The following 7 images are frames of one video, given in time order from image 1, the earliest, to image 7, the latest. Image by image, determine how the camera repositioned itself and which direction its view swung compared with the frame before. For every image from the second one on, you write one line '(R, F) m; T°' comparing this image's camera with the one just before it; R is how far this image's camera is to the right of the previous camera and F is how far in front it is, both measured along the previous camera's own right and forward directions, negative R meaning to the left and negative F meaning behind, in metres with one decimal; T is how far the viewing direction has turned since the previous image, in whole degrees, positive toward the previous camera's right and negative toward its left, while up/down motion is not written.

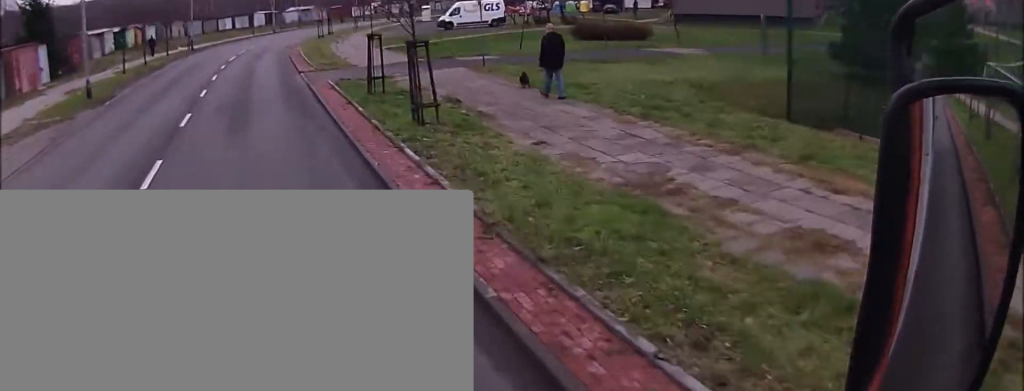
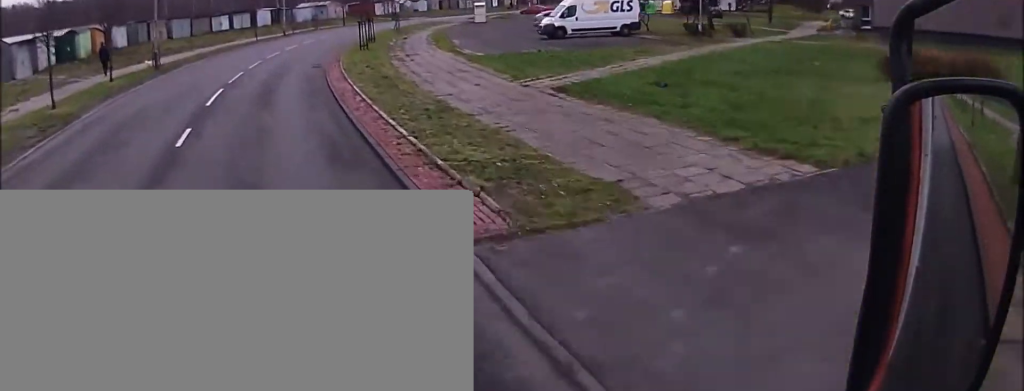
(+0.4, +21.5) m; +1°
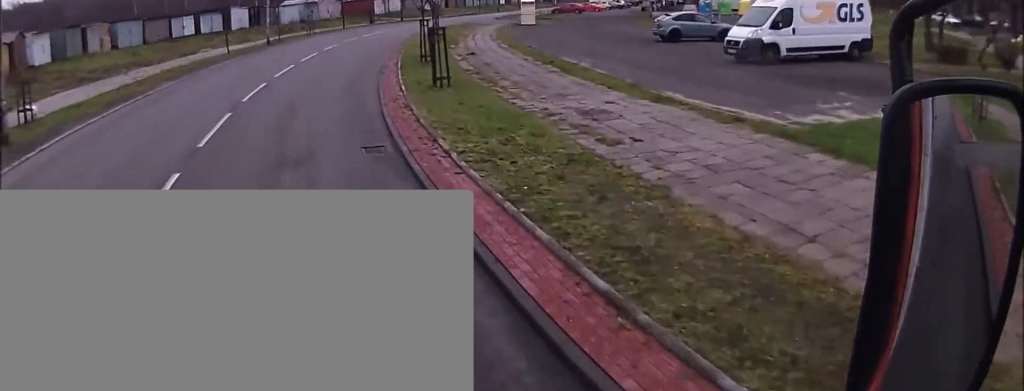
(-0.2, +18.9) m; +1°
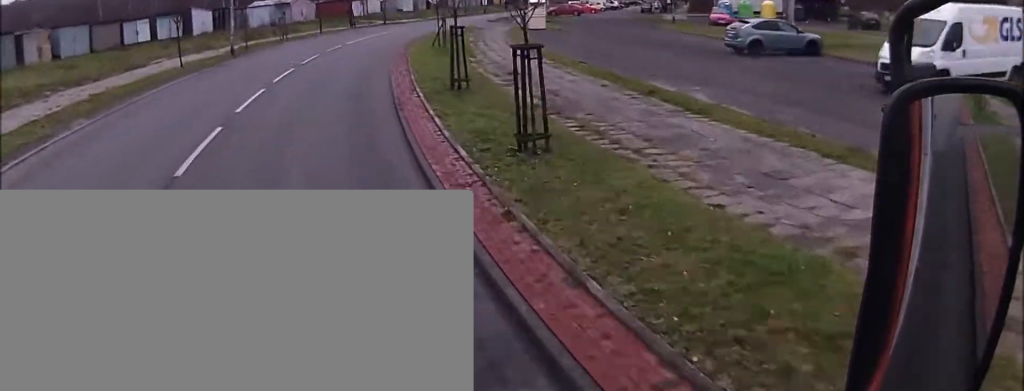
(+0.2, +8.4) m; +1°
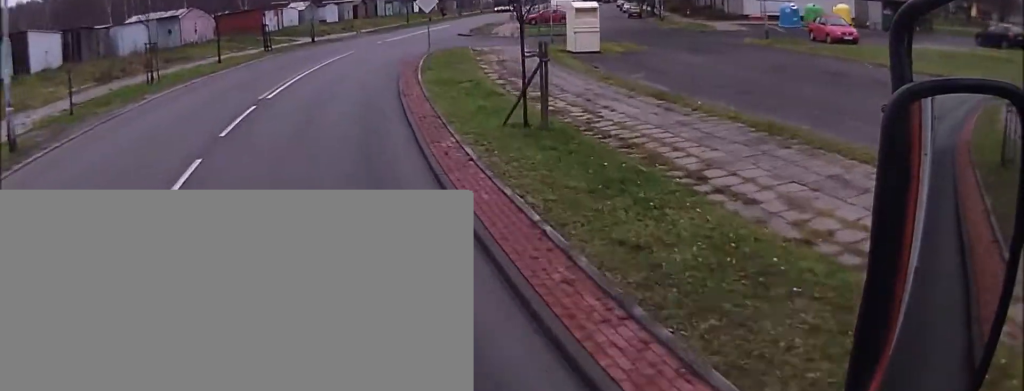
(+0.2, +22.1) m; +5°
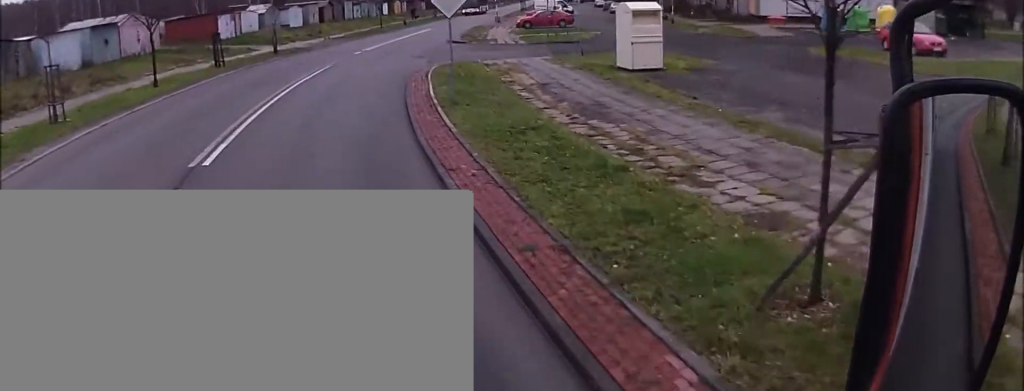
(+0.7, +8.7) m; +6°
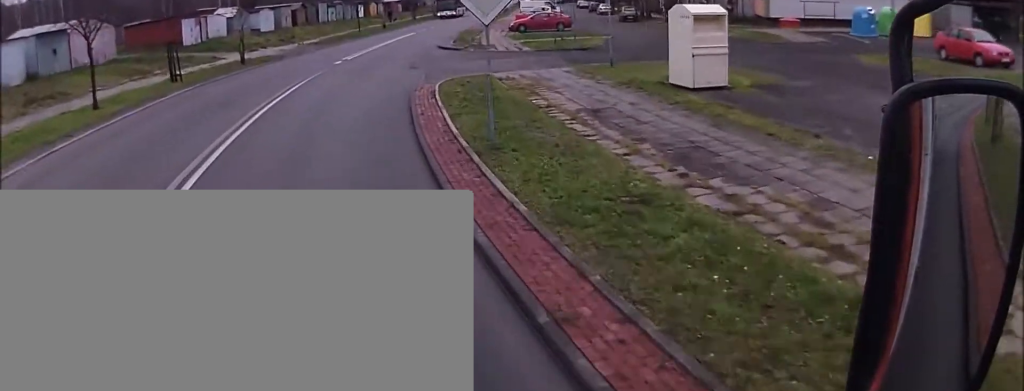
(+0.1, +5.5) m; +3°
